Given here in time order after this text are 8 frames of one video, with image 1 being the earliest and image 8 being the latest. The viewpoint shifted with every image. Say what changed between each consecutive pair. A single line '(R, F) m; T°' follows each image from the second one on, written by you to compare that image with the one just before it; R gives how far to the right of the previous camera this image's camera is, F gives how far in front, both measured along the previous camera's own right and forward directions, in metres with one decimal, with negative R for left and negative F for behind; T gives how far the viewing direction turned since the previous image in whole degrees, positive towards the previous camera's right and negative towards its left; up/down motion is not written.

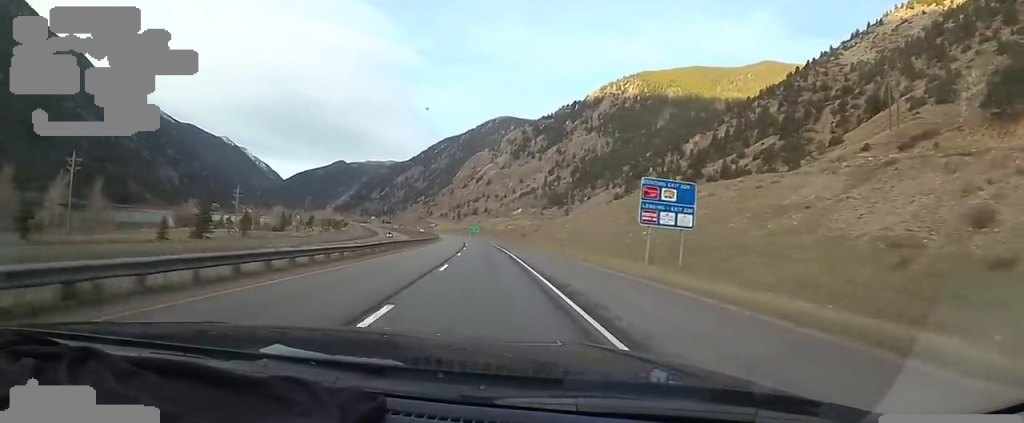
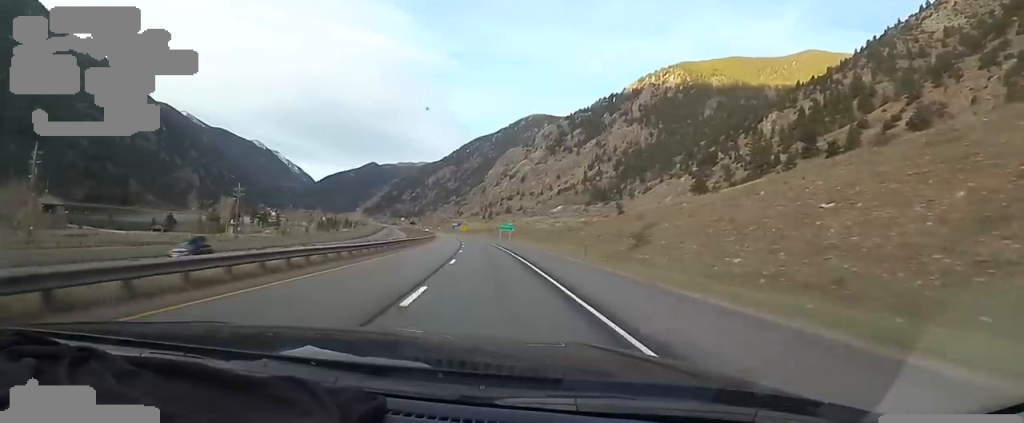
(-2.6, +70.0) m; -2°
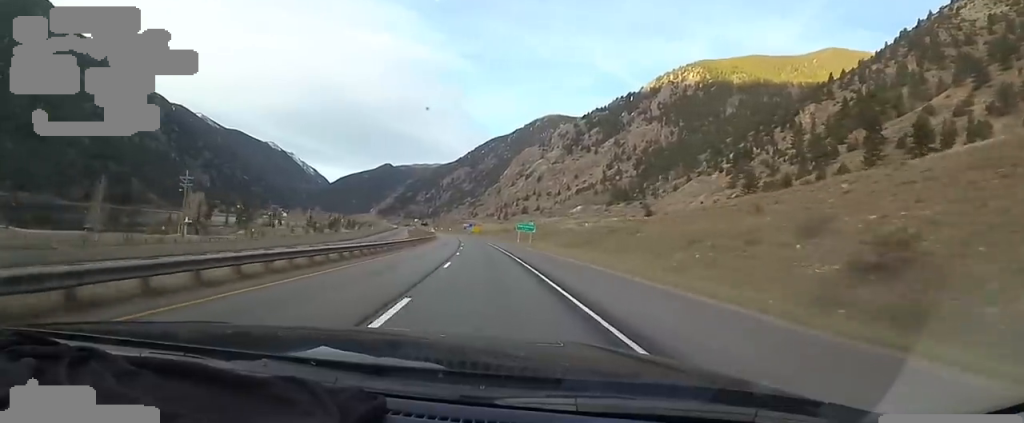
(+0.9, +26.4) m; 0°
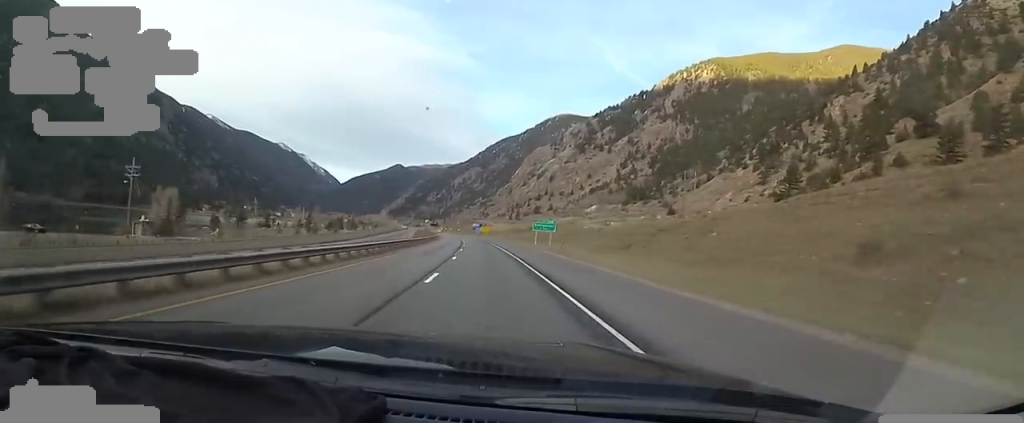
(-0.3, +17.8) m; -2°
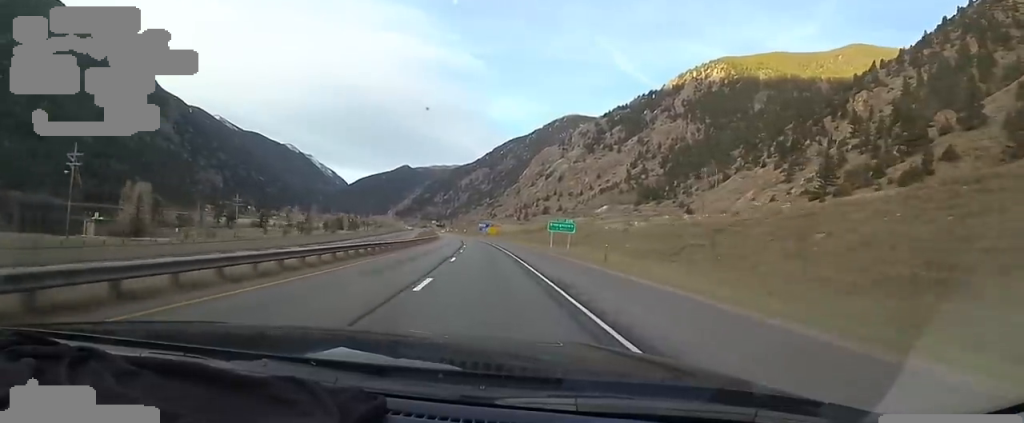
(0.0, +13.7) m; -2°
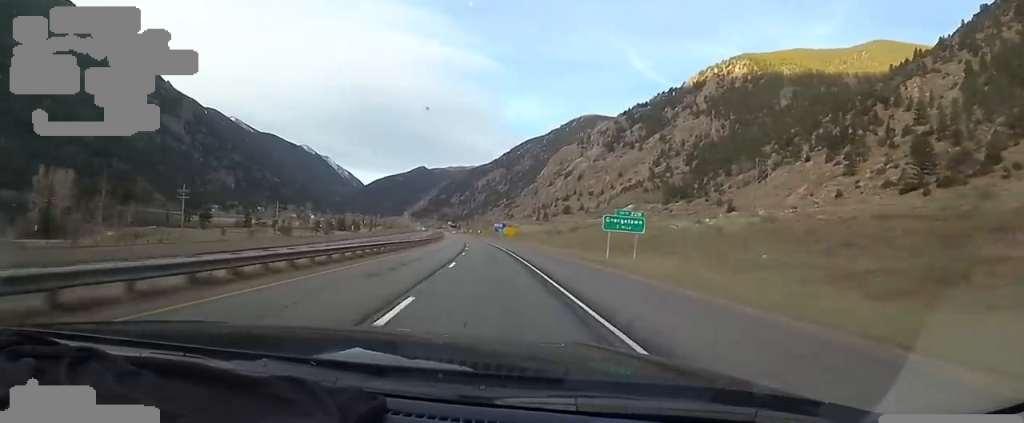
(-1.0, +28.2) m; -3°
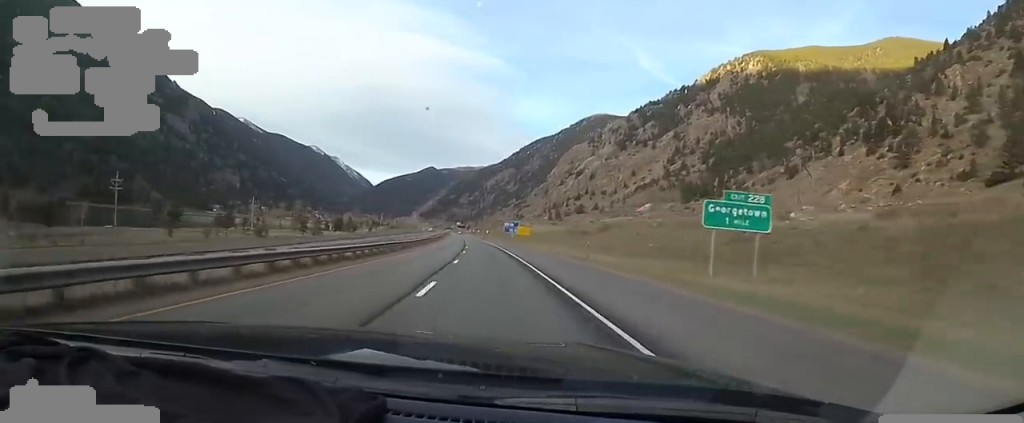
(-0.4, +20.9) m; -2°
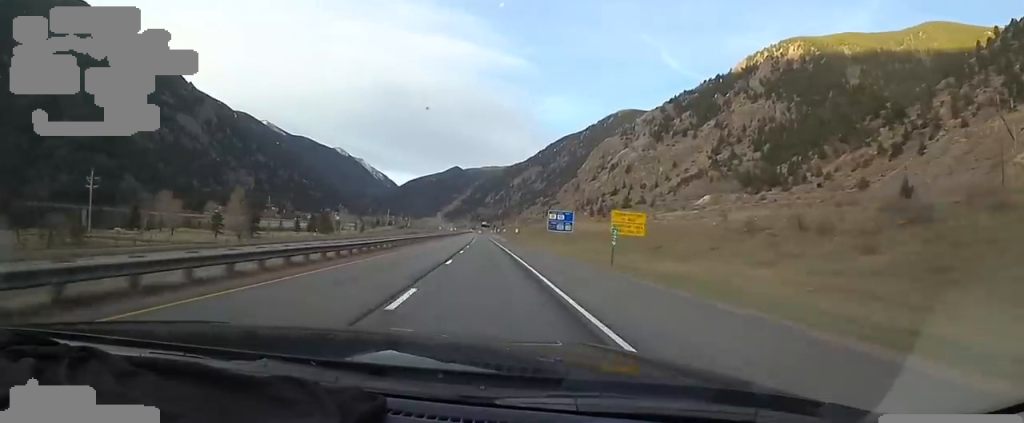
(-1.3, +62.8) m; -2°
